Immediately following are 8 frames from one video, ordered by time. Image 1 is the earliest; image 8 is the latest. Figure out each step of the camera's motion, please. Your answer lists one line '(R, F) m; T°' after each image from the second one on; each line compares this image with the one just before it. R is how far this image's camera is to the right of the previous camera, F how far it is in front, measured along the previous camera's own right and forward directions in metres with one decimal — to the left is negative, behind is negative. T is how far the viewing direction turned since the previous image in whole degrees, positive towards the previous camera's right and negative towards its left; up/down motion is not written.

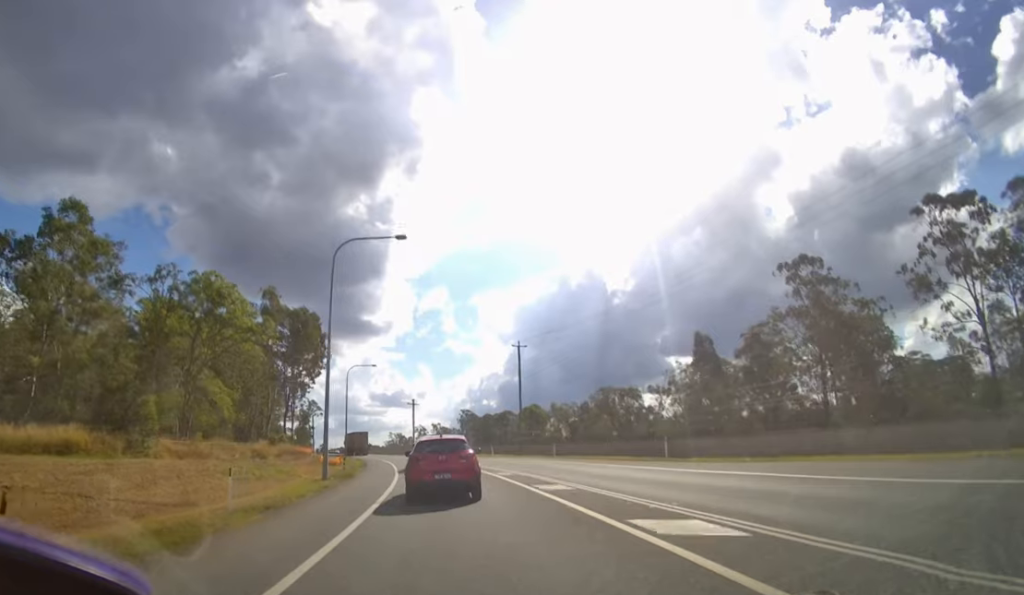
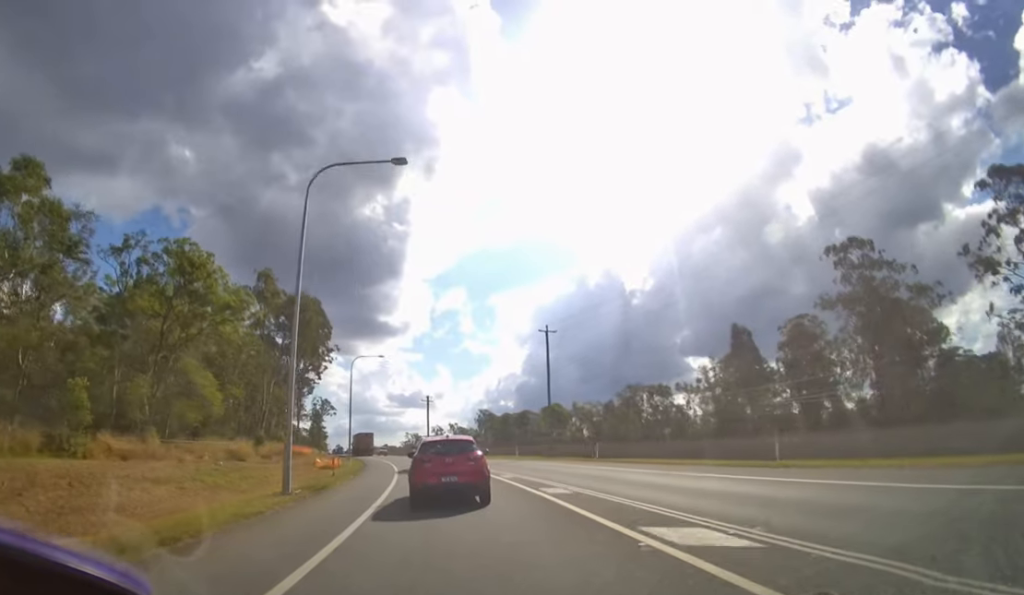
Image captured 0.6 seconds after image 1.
(-0.2, +8.4) m; -2°
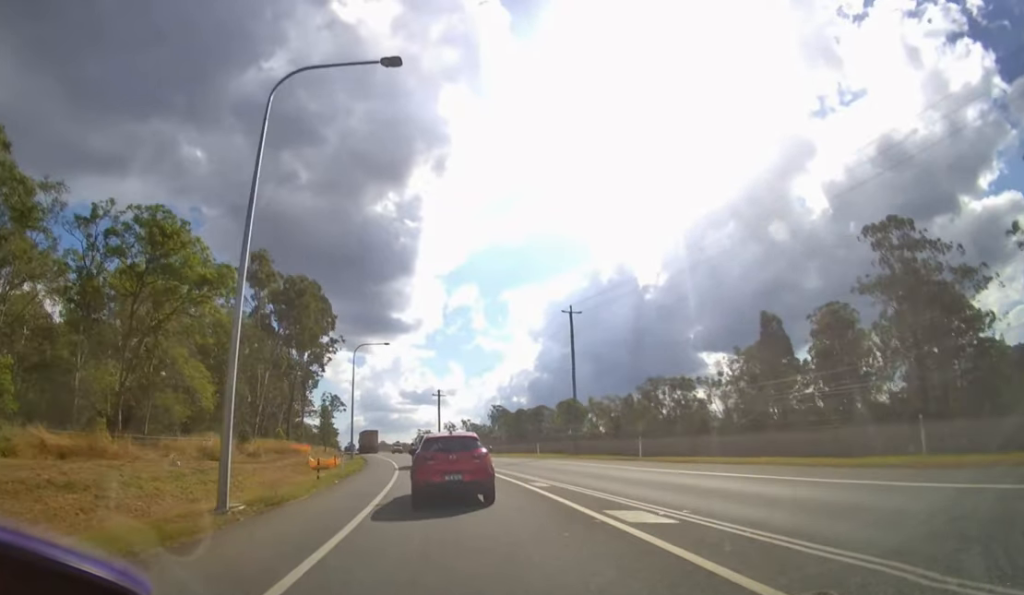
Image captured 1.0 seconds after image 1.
(-0.1, +5.8) m; -2°
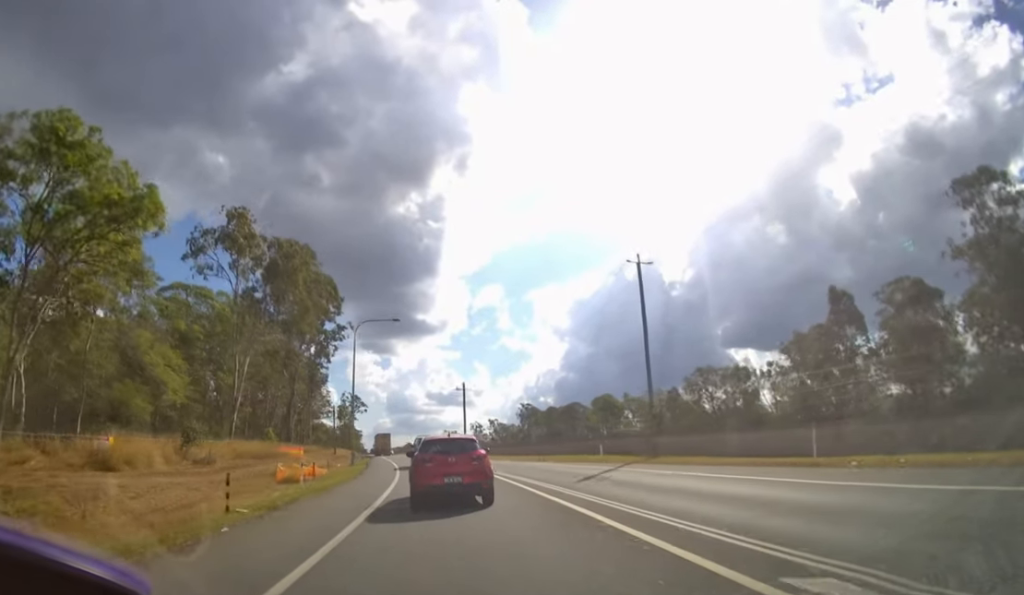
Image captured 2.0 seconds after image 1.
(-0.4, +11.9) m; -4°
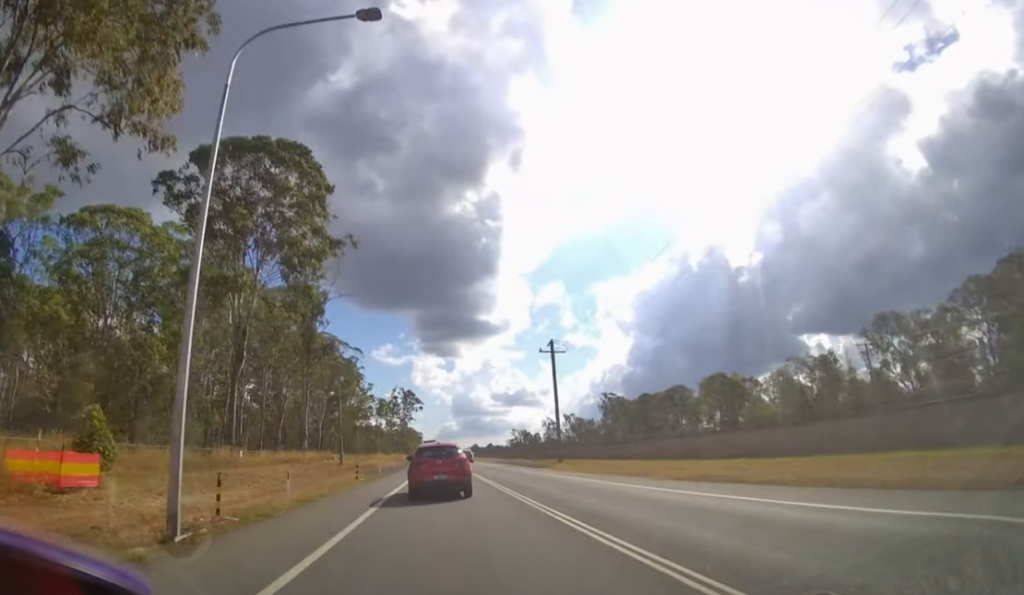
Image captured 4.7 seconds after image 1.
(-2.1, +29.7) m; -7°
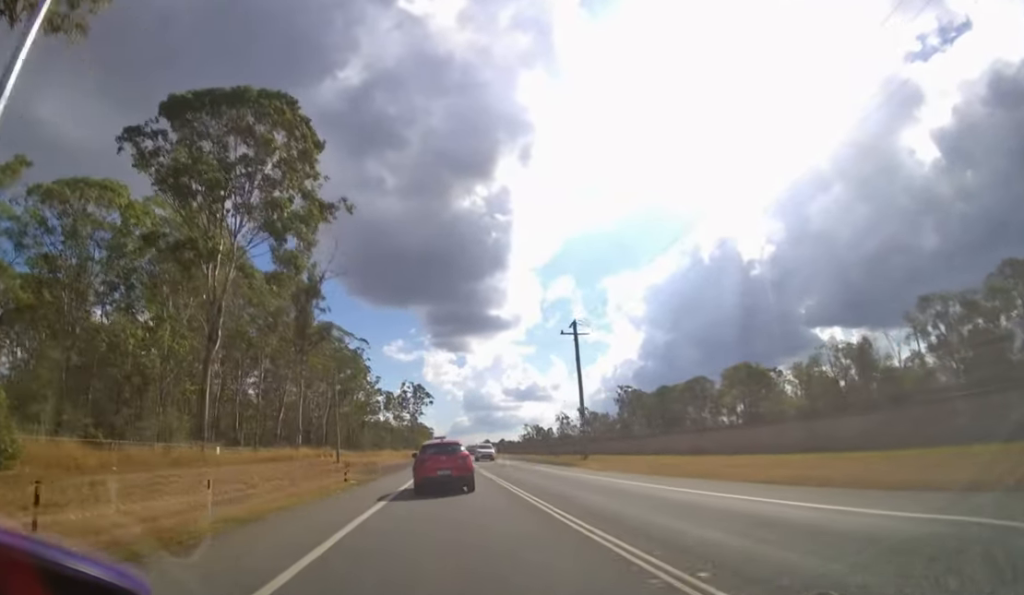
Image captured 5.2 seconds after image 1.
(0.0, +4.8) m; -1°
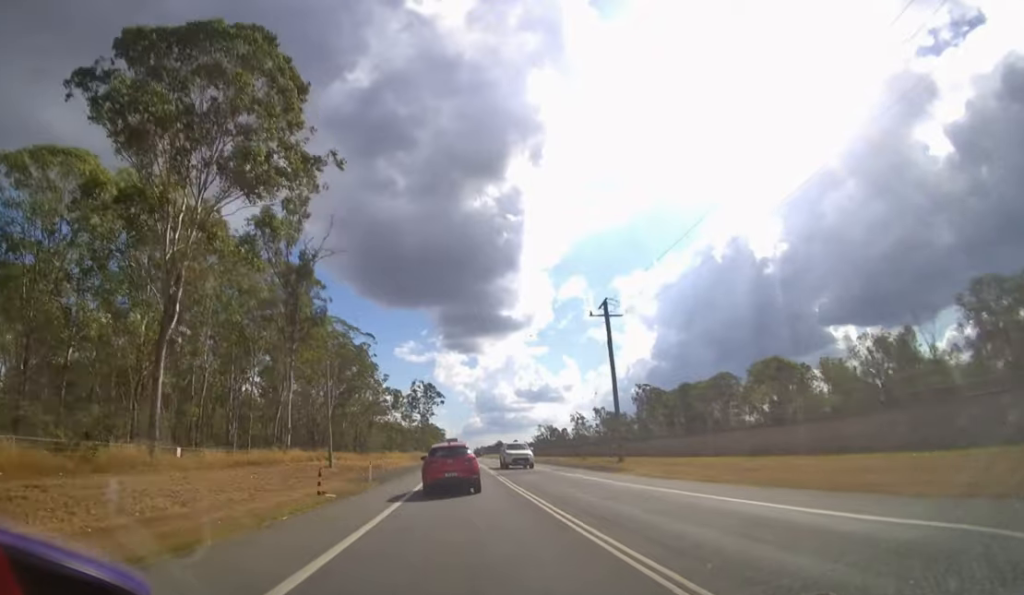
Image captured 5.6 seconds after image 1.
(-0.1, +5.0) m; -1°
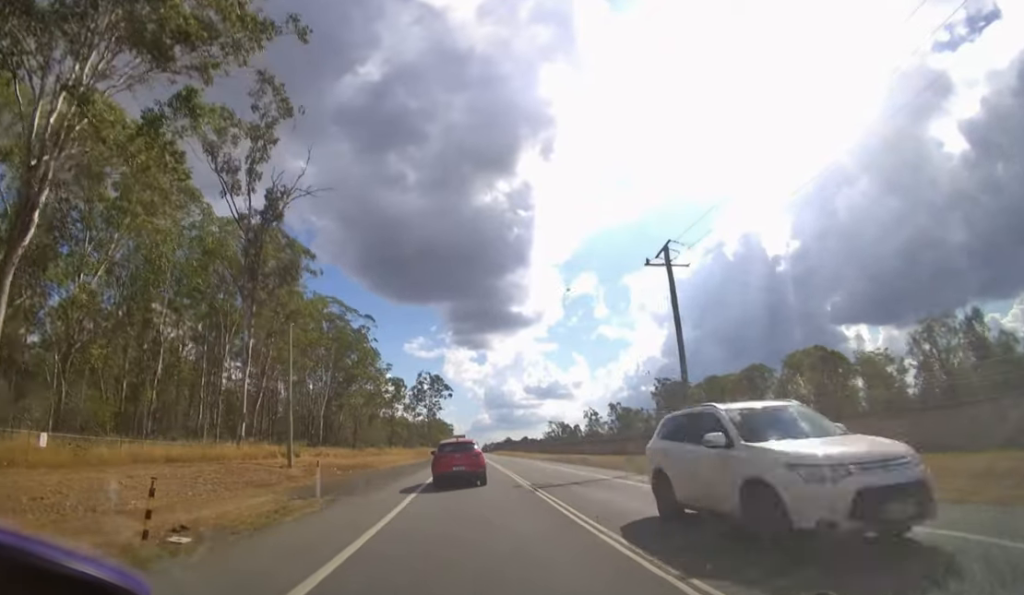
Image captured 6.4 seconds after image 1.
(-0.1, +8.6) m; -1°
